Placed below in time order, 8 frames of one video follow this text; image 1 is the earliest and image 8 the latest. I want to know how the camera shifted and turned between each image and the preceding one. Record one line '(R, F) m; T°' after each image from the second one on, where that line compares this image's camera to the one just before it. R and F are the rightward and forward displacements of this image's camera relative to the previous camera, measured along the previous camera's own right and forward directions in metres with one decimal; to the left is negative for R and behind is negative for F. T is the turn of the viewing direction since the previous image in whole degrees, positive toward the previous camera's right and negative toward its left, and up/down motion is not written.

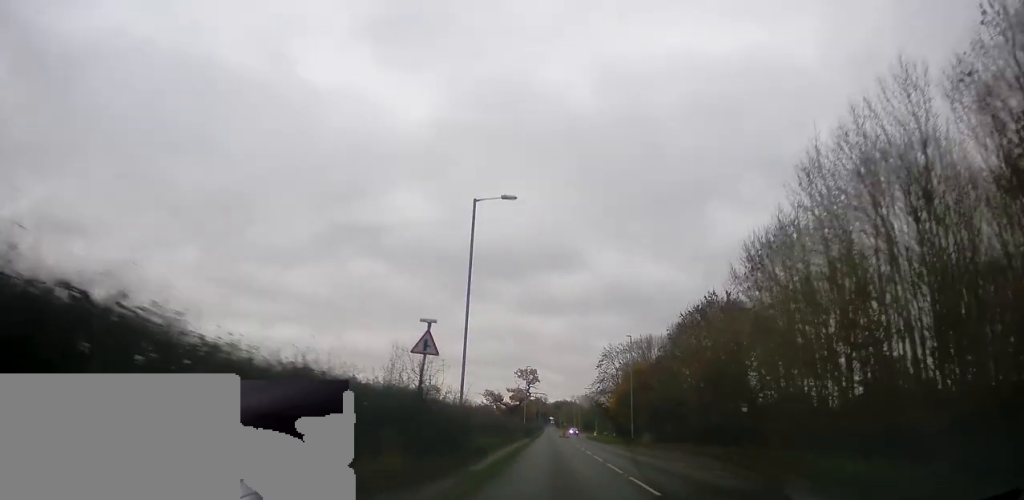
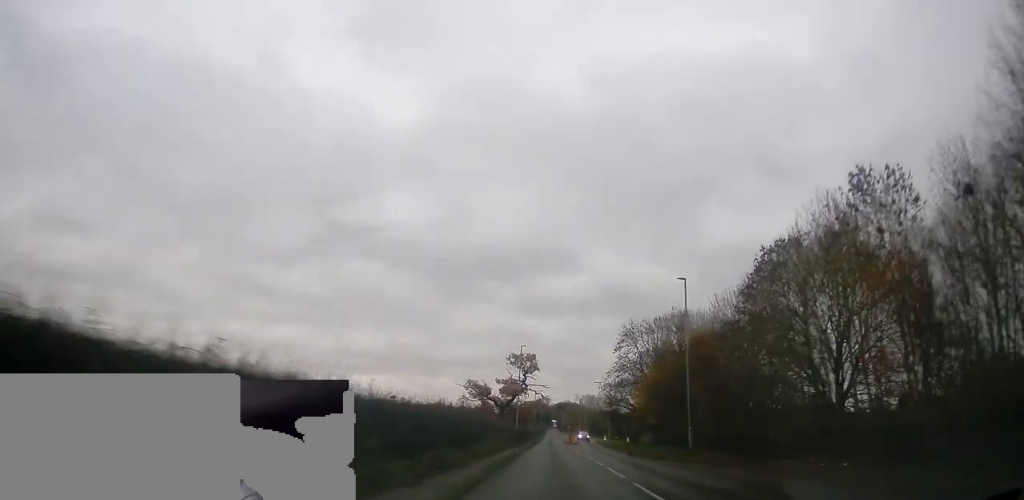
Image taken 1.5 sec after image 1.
(0.0, +23.1) m; +1°
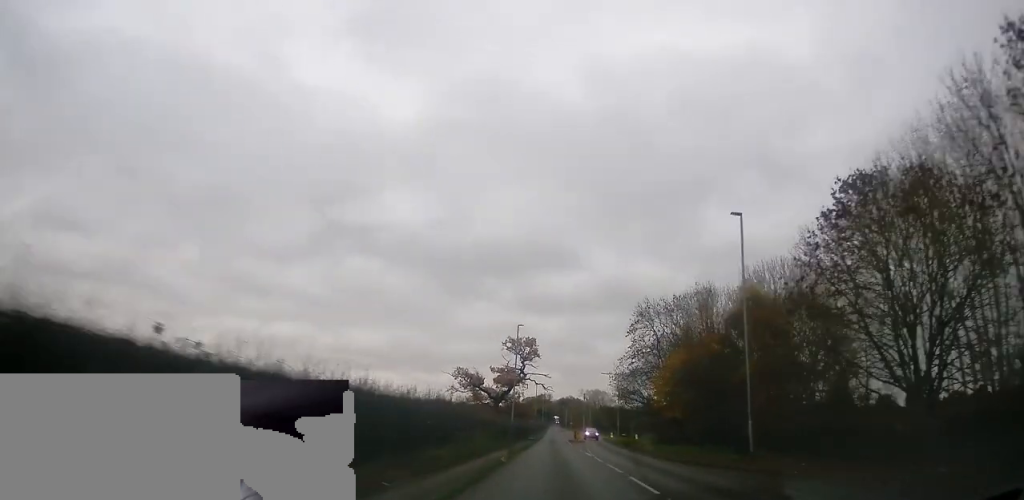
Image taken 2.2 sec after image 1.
(+0.1, +10.5) m; 0°
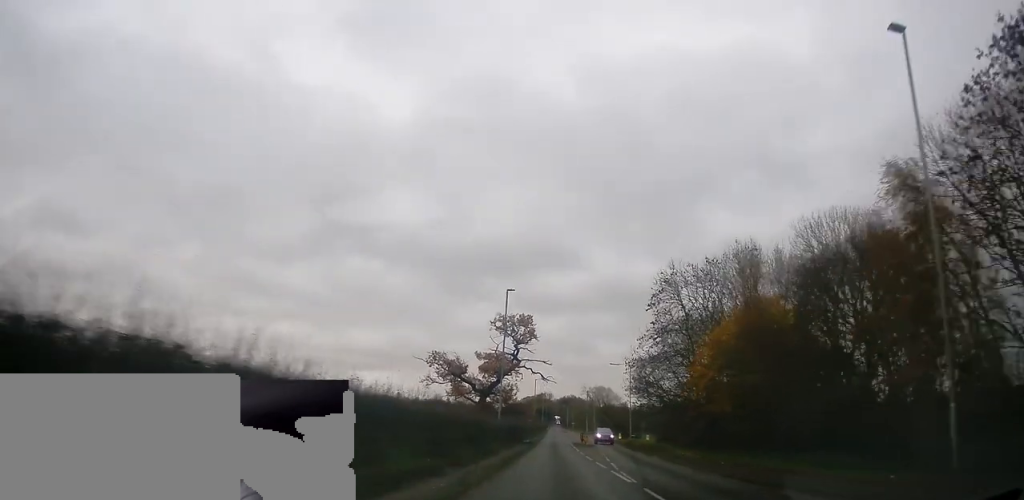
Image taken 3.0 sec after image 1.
(0.0, +13.9) m; -1°
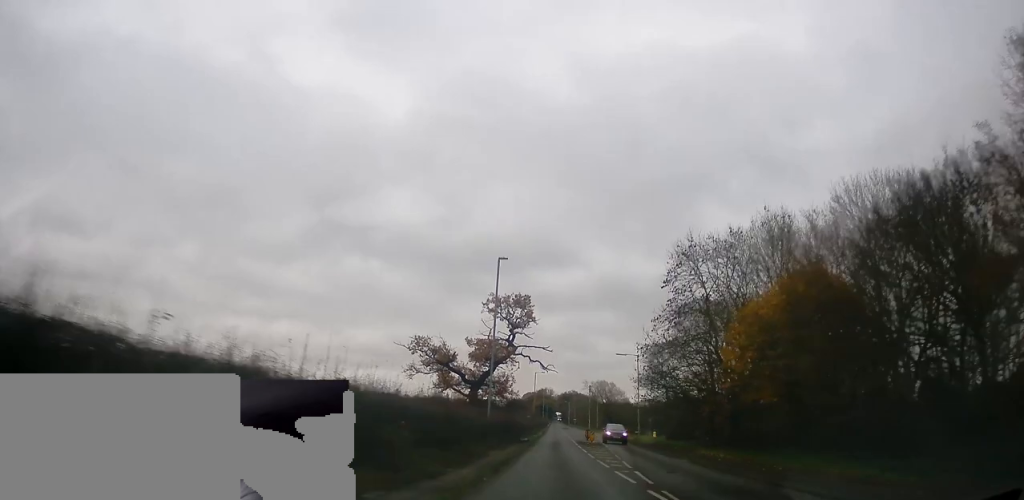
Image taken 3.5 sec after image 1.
(-0.3, +6.6) m; -1°
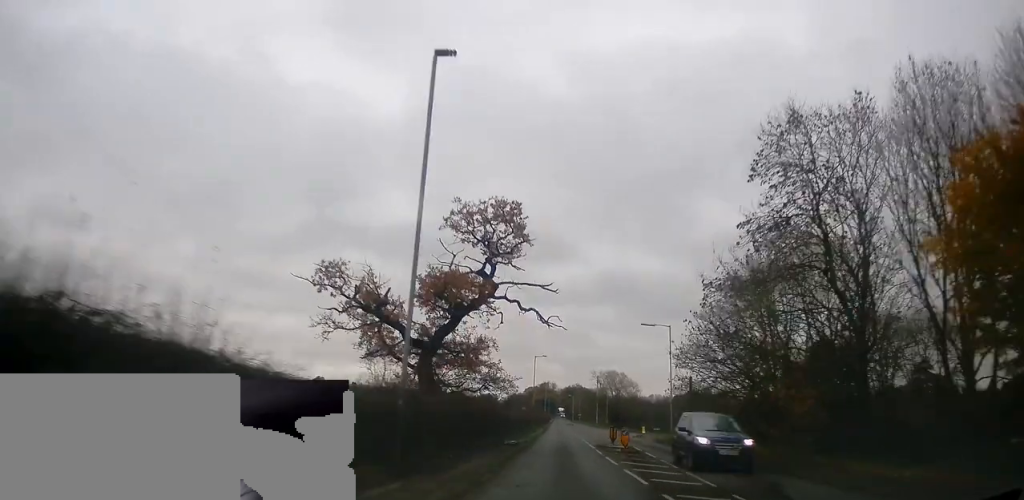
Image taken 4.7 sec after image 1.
(0.0, +19.1) m; +1°
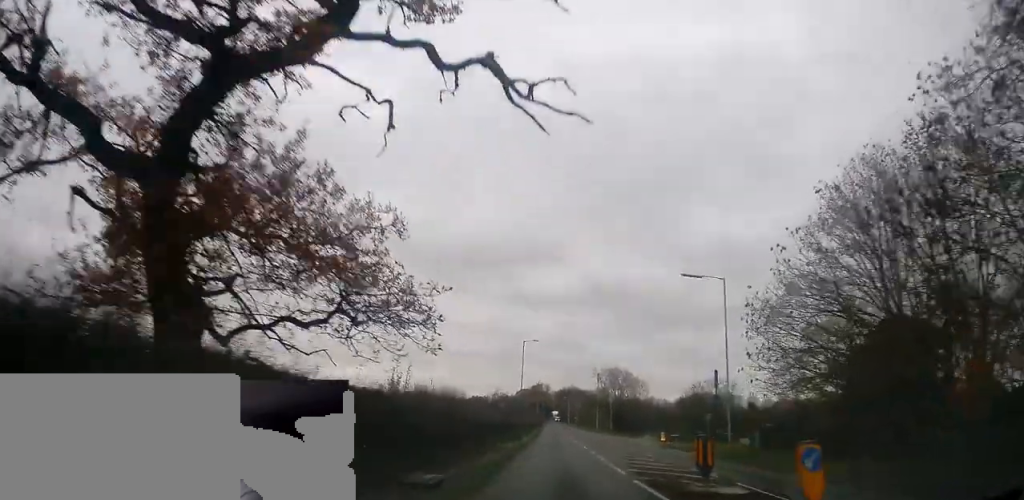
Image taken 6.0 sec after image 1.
(+0.3, +19.4) m; 0°
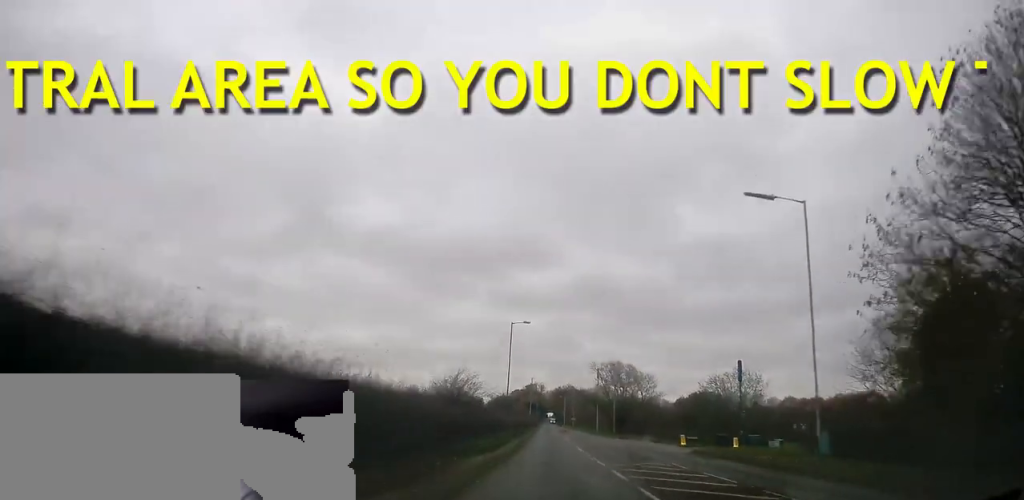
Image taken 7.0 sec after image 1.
(-0.2, +13.5) m; -1°
